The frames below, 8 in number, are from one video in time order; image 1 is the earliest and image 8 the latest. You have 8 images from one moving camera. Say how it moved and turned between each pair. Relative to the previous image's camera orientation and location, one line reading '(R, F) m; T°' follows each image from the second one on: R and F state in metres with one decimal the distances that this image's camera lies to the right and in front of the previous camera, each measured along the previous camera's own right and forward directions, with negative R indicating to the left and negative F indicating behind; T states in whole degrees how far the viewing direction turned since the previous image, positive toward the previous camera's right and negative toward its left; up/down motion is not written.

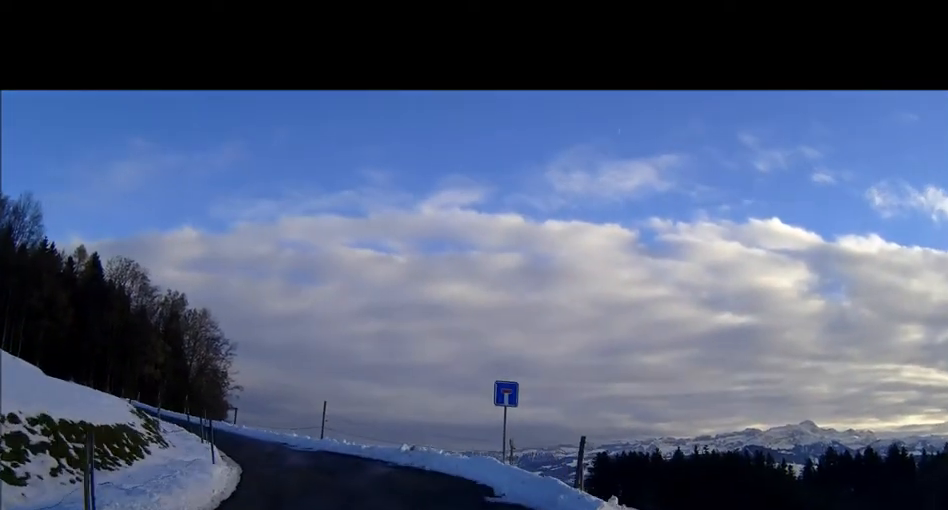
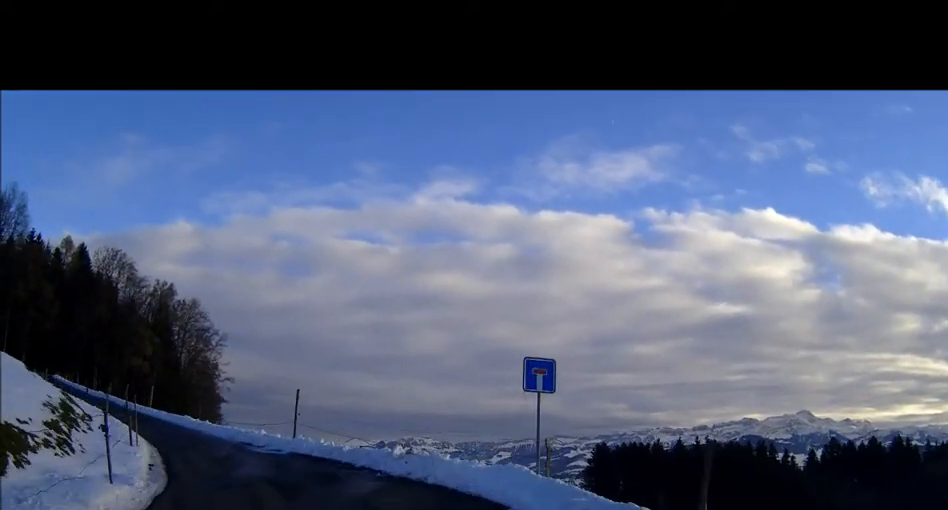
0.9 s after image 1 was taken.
(+0.1, +4.2) m; -2°
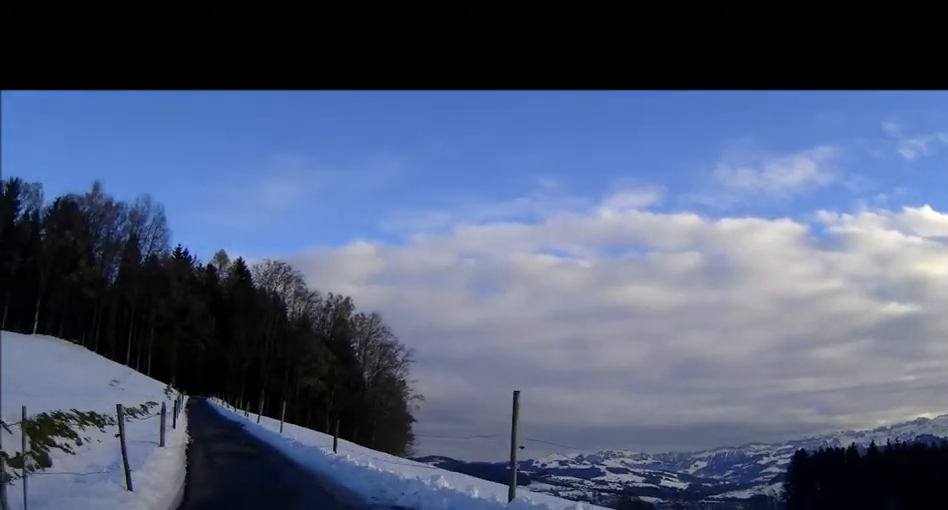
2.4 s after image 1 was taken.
(-1.2, +8.6) m; -16°
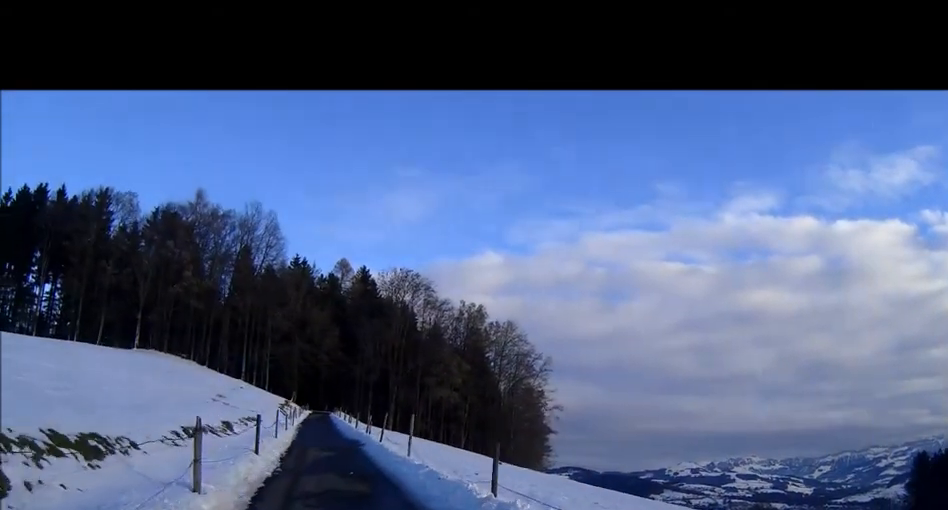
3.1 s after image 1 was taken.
(-0.3, +4.7) m; -7°
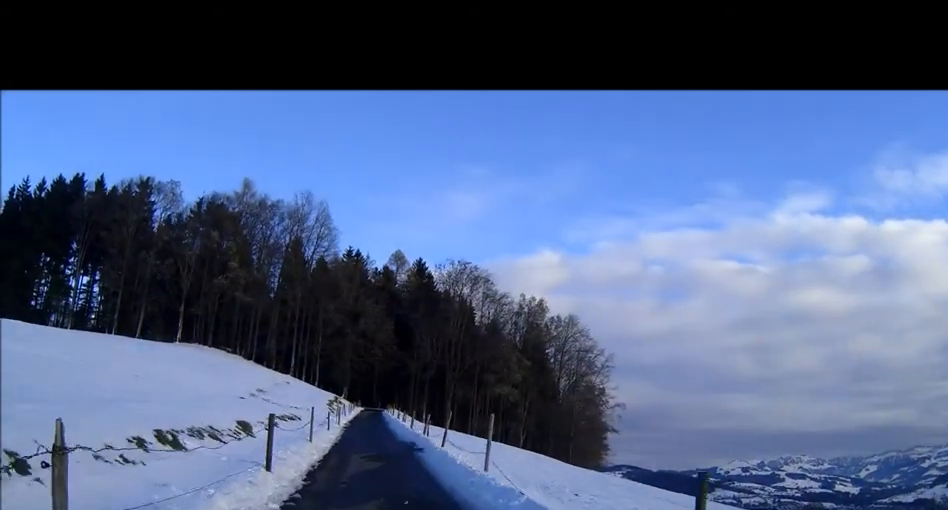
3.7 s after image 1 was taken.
(-0.2, +4.2) m; -4°
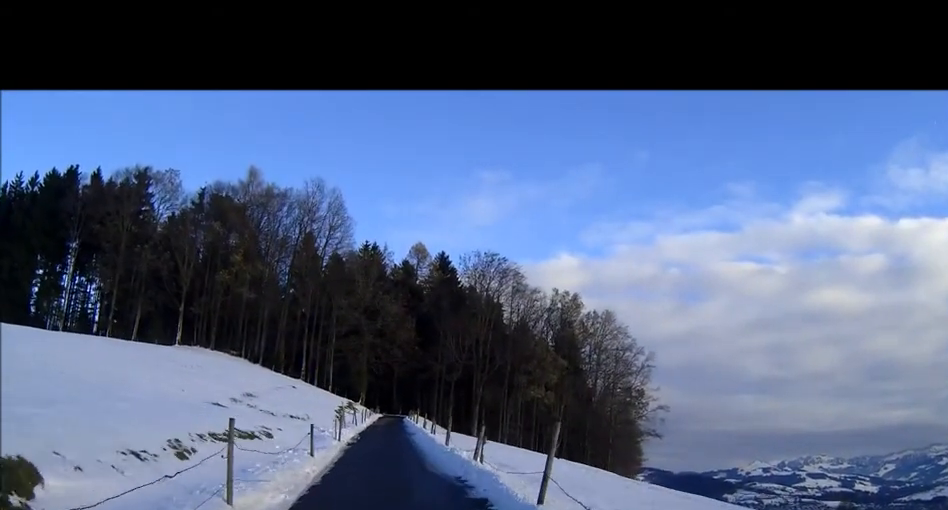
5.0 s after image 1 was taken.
(-0.5, +10.6) m; -3°
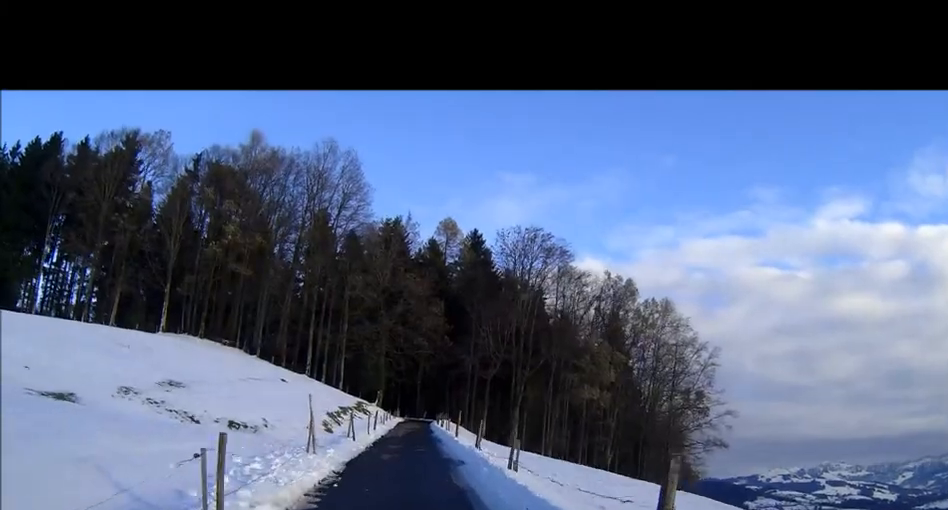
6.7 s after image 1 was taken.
(-0.3, +16.1) m; -1°
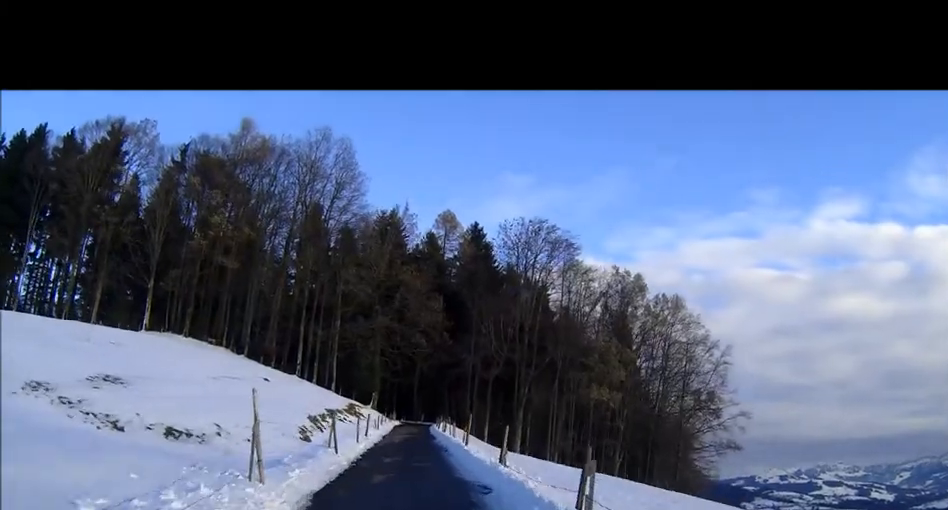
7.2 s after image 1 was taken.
(0.0, +5.0) m; 0°
